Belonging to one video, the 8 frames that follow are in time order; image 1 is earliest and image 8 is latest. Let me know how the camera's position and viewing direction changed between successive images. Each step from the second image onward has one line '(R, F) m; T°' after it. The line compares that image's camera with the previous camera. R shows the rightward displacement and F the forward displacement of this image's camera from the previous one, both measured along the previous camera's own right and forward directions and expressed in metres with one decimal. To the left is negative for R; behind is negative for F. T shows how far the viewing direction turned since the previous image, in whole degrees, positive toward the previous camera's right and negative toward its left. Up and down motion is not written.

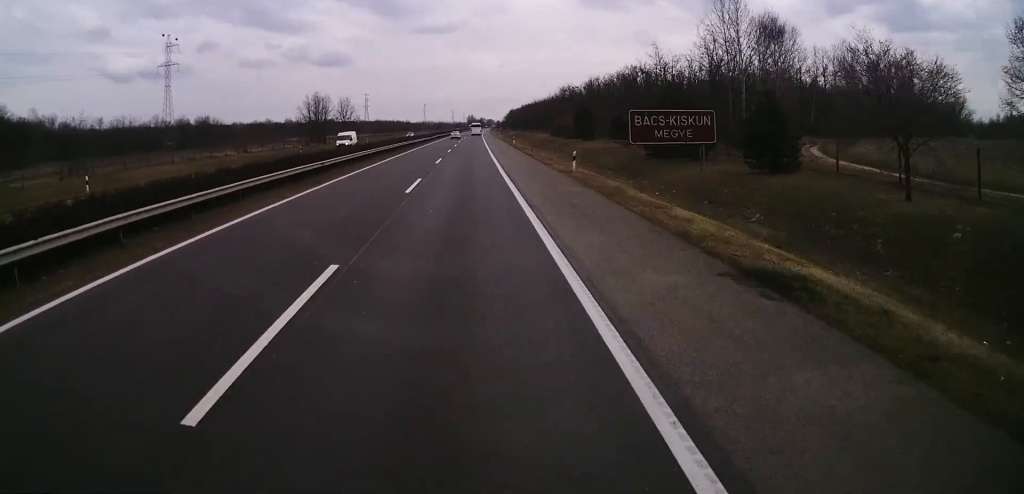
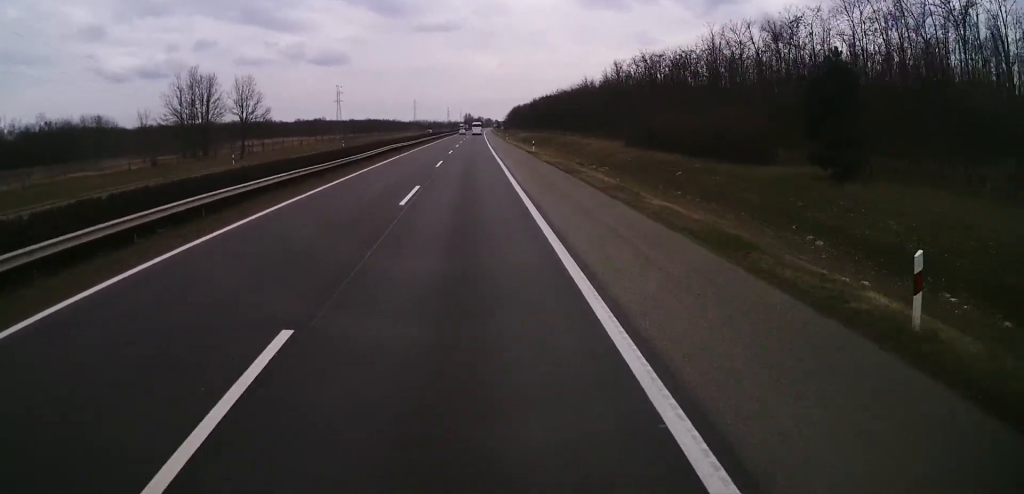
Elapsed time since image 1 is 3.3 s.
(-0.1, +75.7) m; +1°
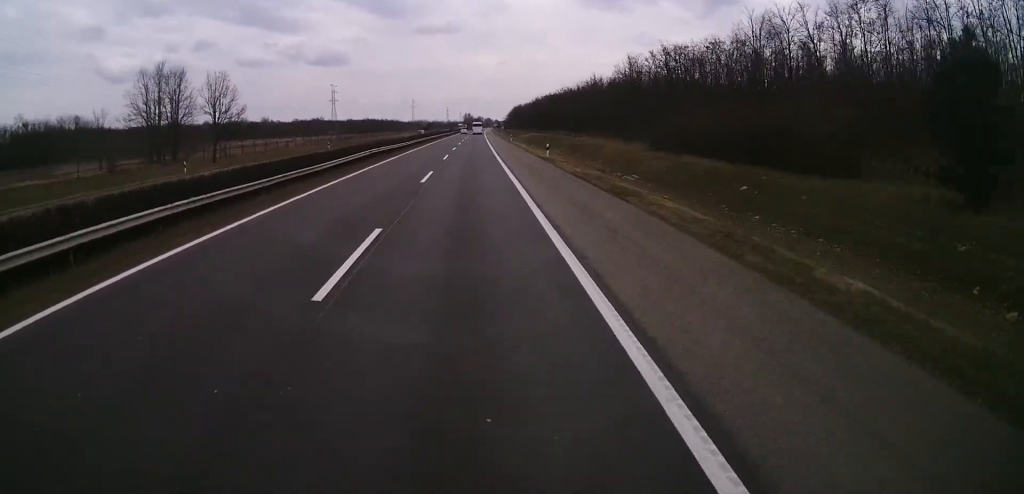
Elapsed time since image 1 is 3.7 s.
(0.0, +10.8) m; 0°
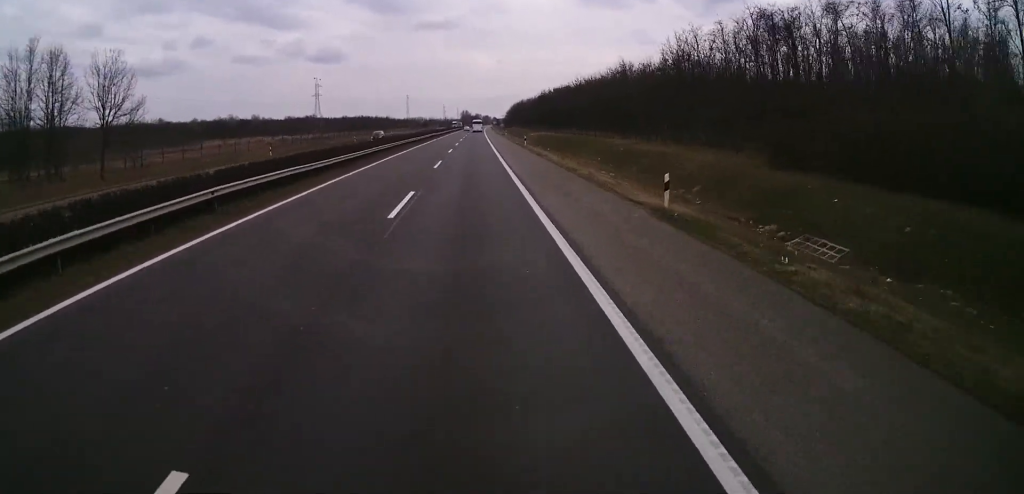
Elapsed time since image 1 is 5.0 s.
(0.0, +28.6) m; 0°
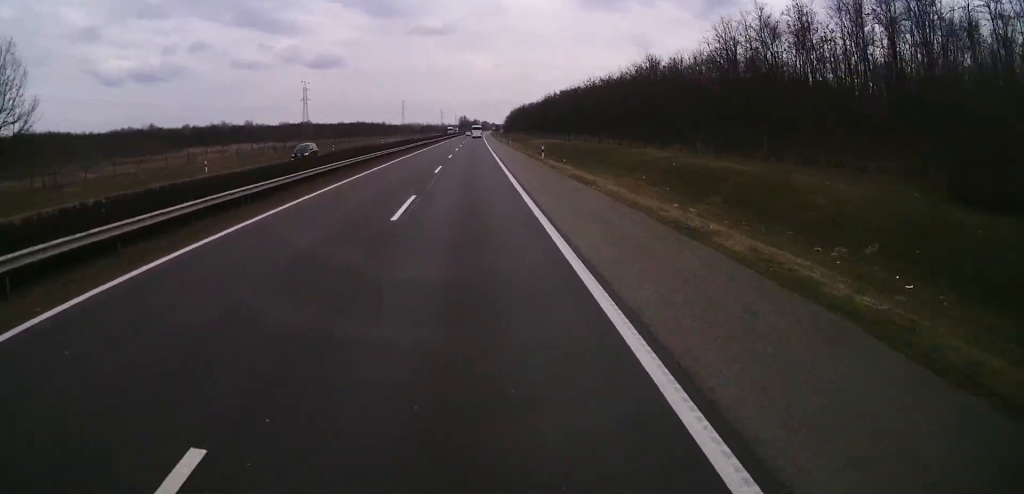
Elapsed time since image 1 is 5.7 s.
(0.0, +17.7) m; 0°
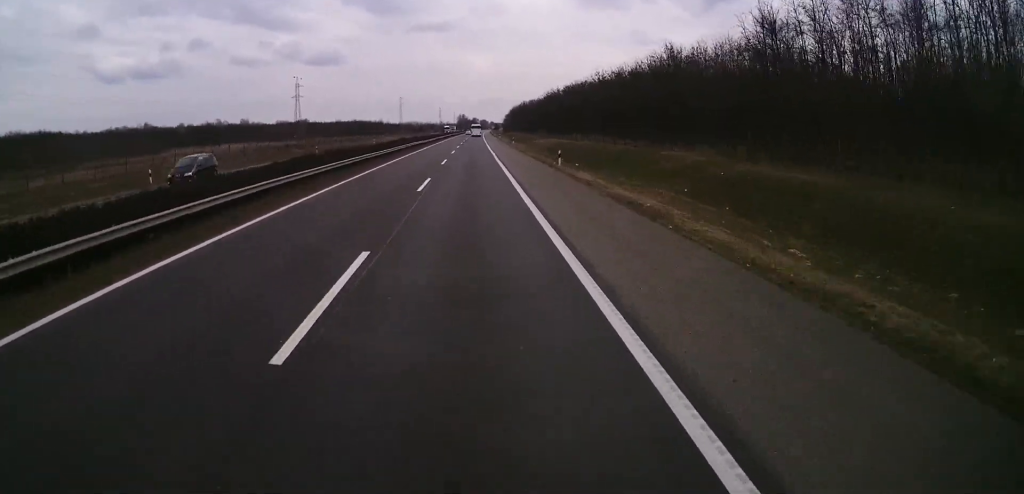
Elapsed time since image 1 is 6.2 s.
(0.0, +10.0) m; 0°
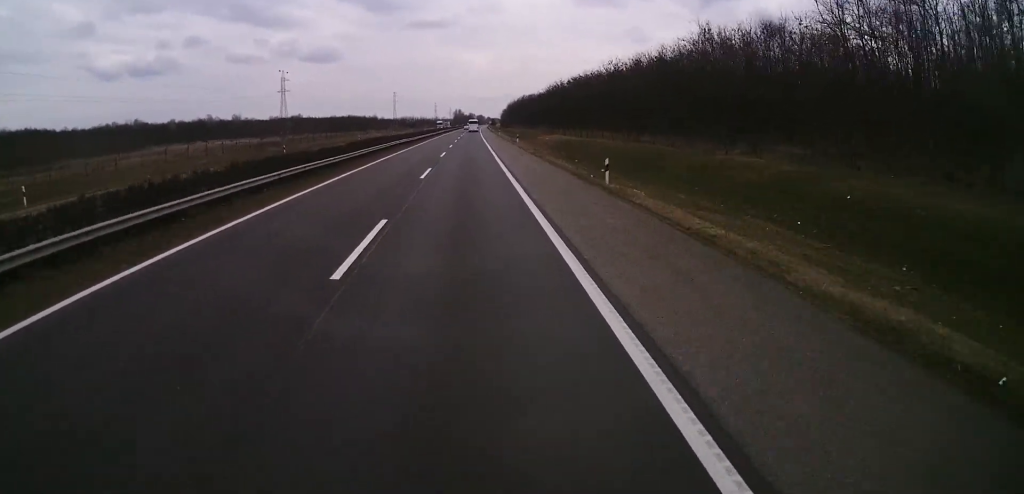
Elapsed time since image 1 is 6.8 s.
(0.0, +14.6) m; 0°
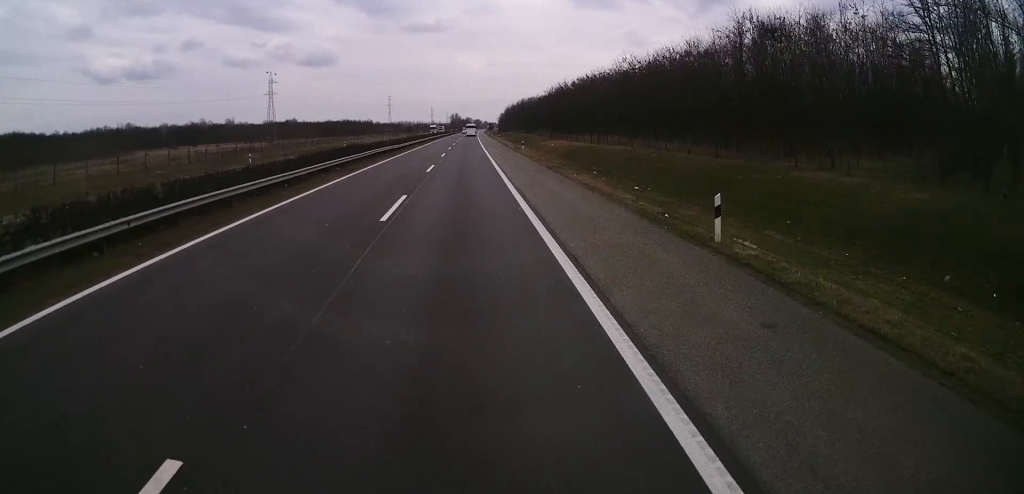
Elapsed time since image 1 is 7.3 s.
(0.0, +11.5) m; 0°
